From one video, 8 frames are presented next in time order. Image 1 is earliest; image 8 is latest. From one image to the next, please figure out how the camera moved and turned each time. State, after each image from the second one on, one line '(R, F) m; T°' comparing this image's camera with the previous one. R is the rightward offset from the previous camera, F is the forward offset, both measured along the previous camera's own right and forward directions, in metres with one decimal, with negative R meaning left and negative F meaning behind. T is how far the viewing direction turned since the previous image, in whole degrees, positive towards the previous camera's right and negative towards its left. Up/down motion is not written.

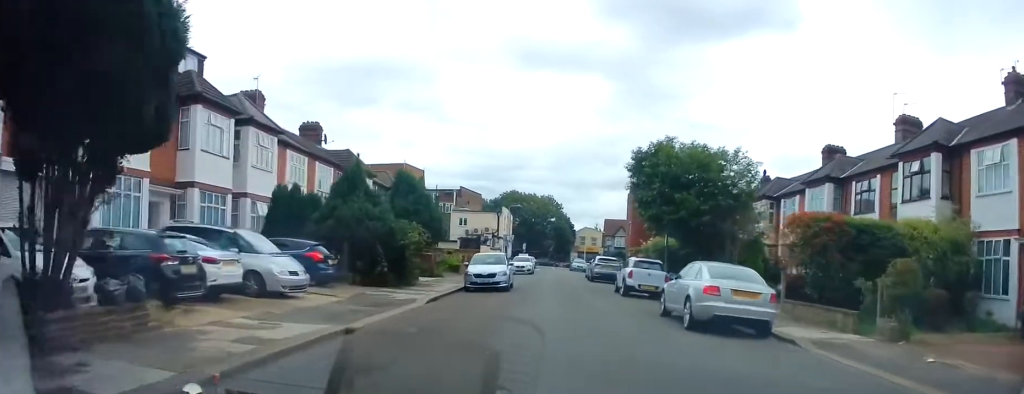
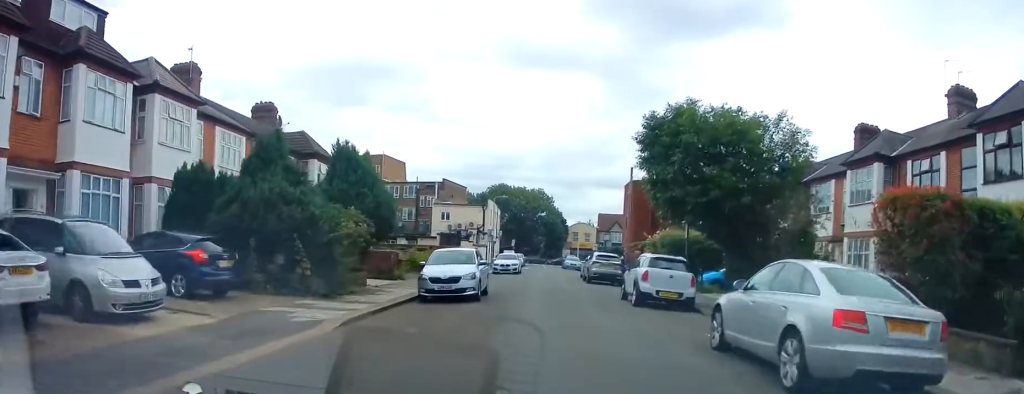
(-0.3, +5.9) m; 0°
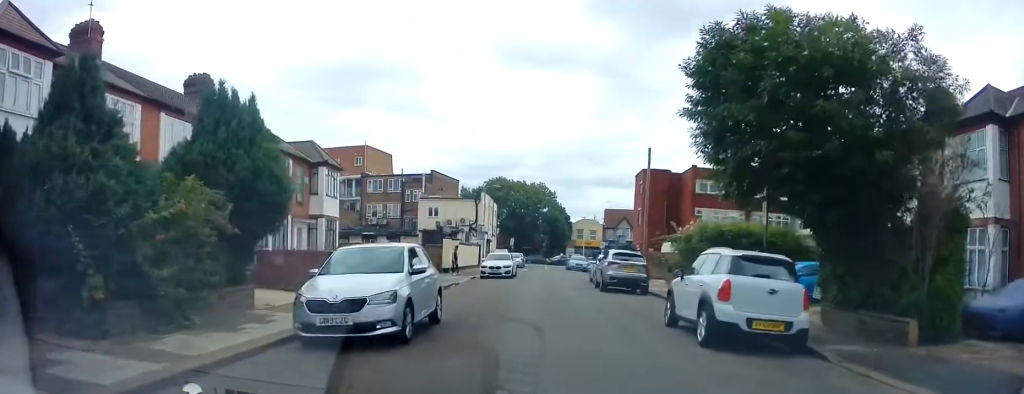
(+0.2, +7.7) m; -3°
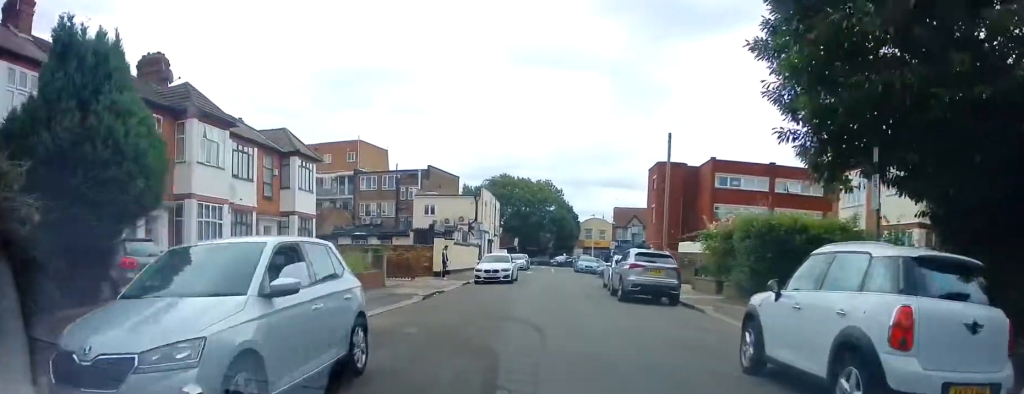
(-0.3, +4.6) m; -2°
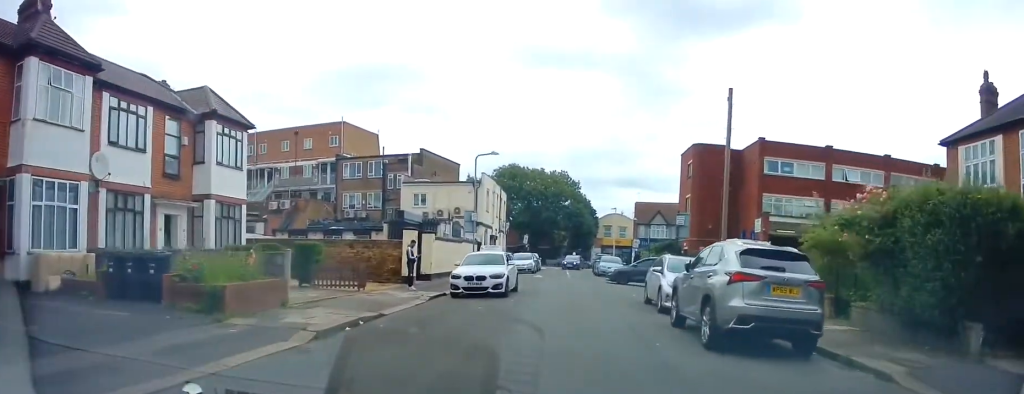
(+0.7, +9.2) m; +3°
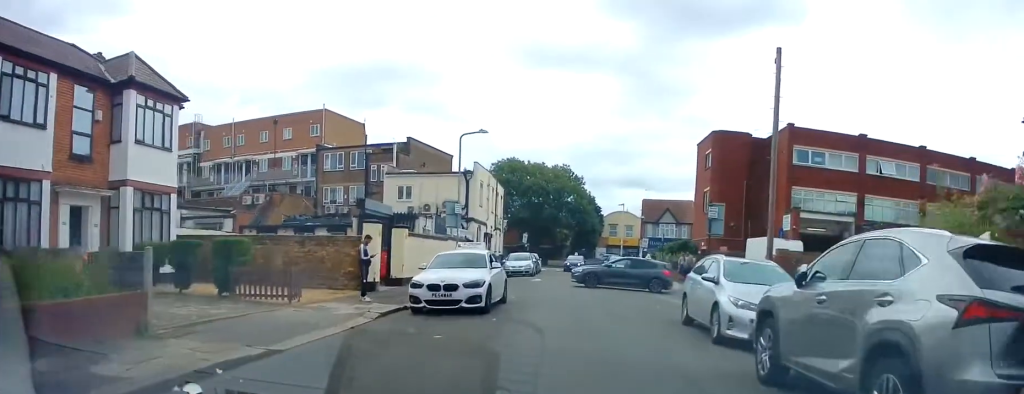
(-0.5, +5.3) m; -5°
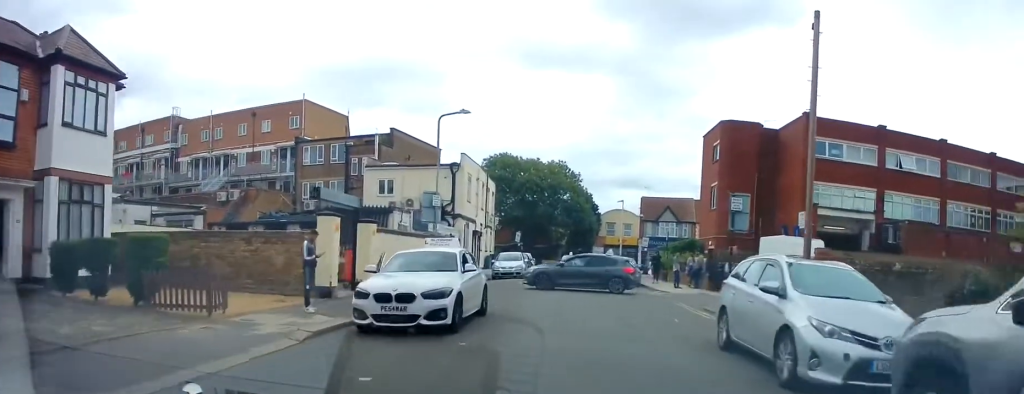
(0.0, +3.3) m; +2°
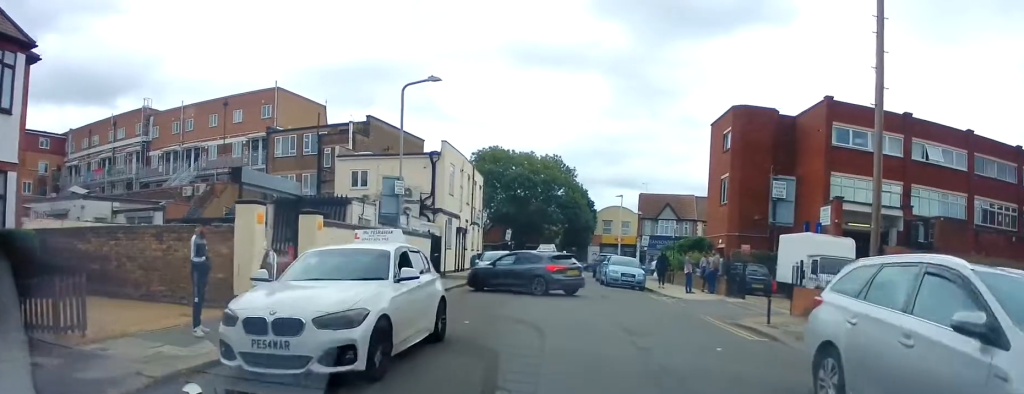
(+0.1, +3.9) m; +2°
